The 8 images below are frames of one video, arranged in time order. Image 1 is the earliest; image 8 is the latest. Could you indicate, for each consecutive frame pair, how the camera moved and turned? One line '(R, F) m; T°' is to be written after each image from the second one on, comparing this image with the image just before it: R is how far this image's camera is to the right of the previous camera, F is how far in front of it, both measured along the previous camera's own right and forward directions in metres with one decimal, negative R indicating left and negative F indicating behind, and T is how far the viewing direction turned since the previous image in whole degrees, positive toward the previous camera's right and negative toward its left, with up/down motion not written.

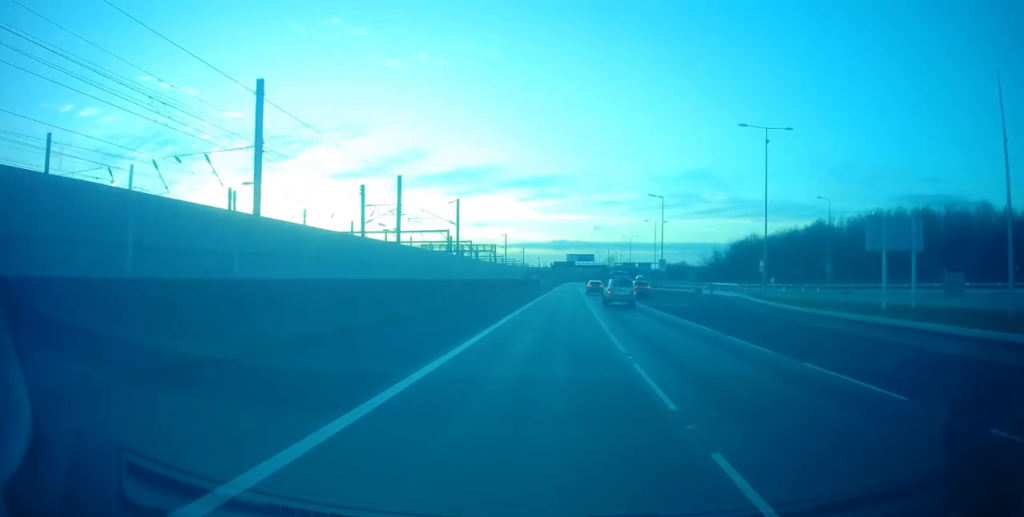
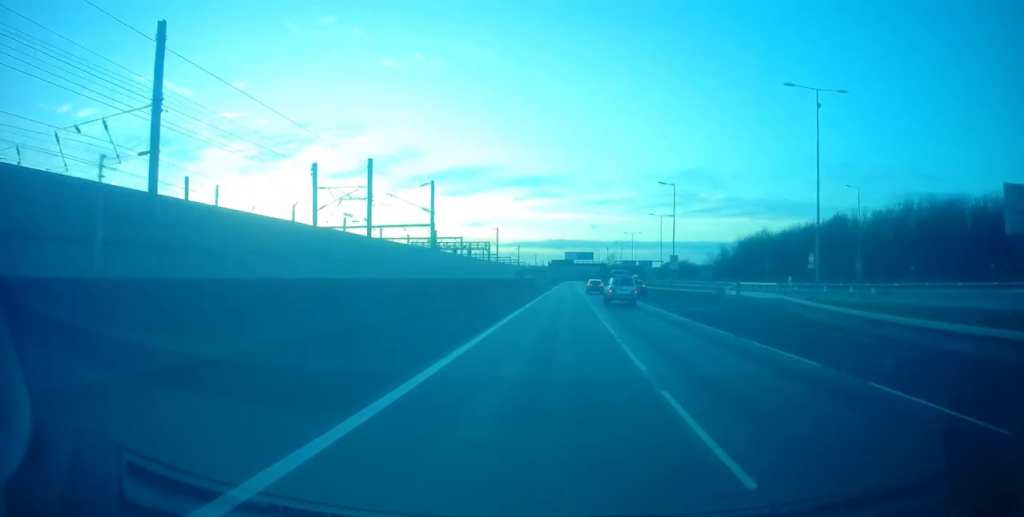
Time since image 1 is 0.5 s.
(-0.2, +8.7) m; 0°
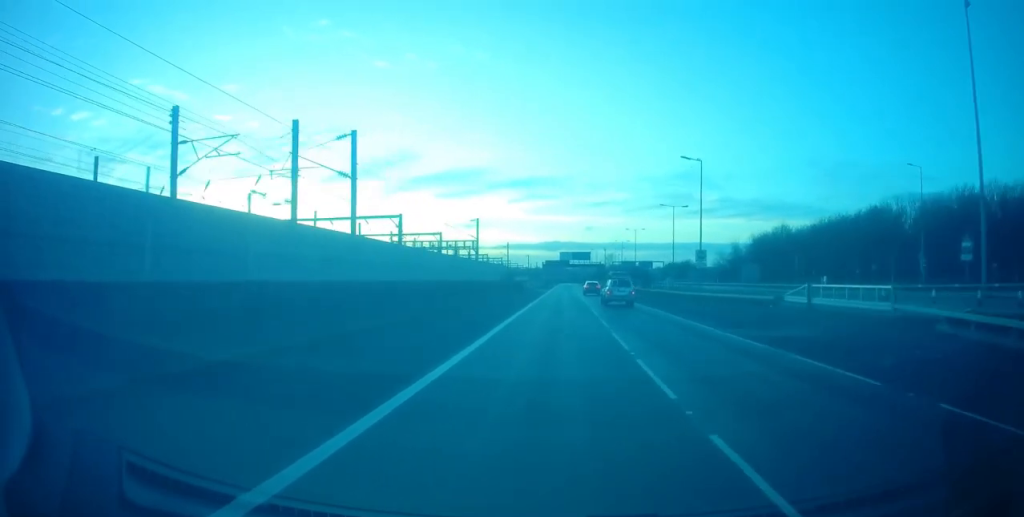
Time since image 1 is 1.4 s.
(-0.1, +14.4) m; 0°
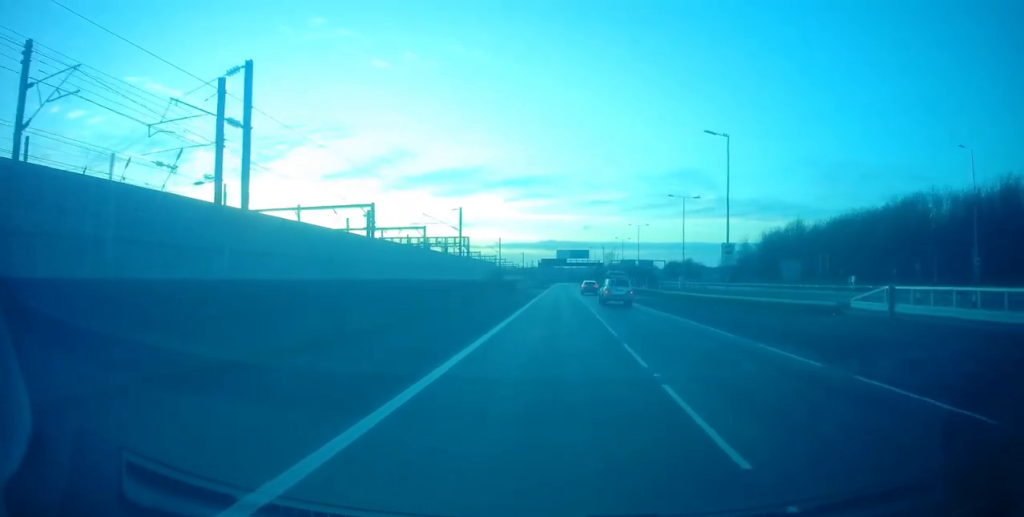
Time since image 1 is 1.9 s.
(+0.3, +9.0) m; 0°
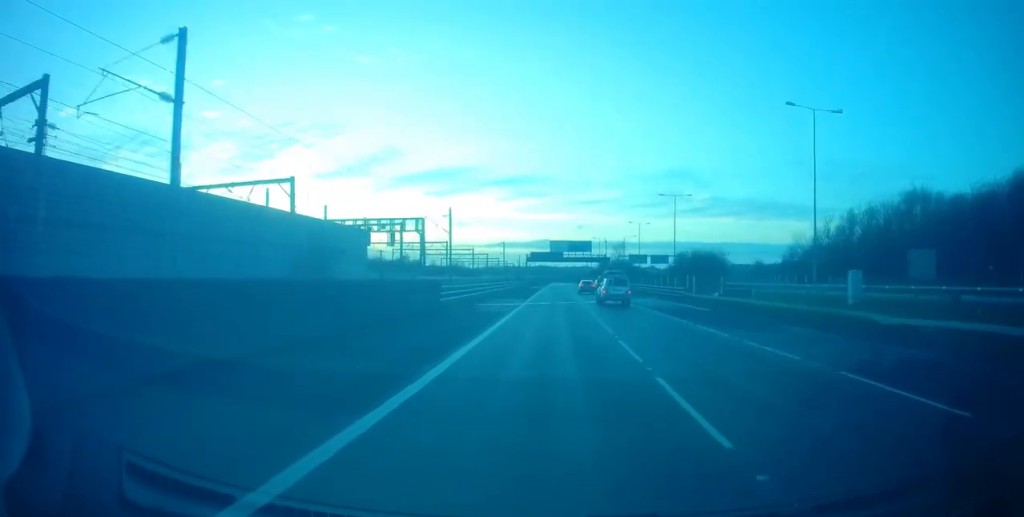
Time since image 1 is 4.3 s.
(+1.2, +41.3) m; +2°
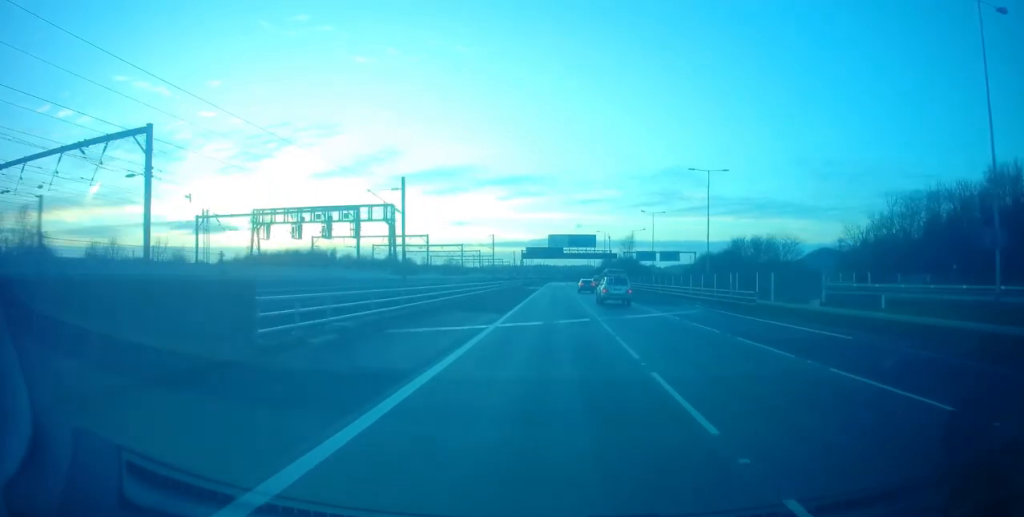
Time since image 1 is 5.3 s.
(-0.7, +17.5) m; -1°
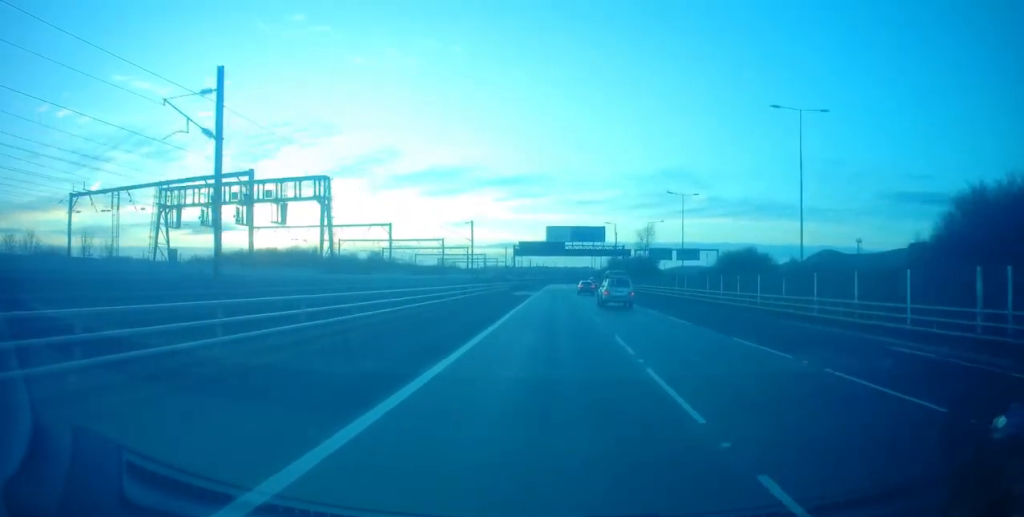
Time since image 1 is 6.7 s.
(+0.5, +23.3) m; +1°
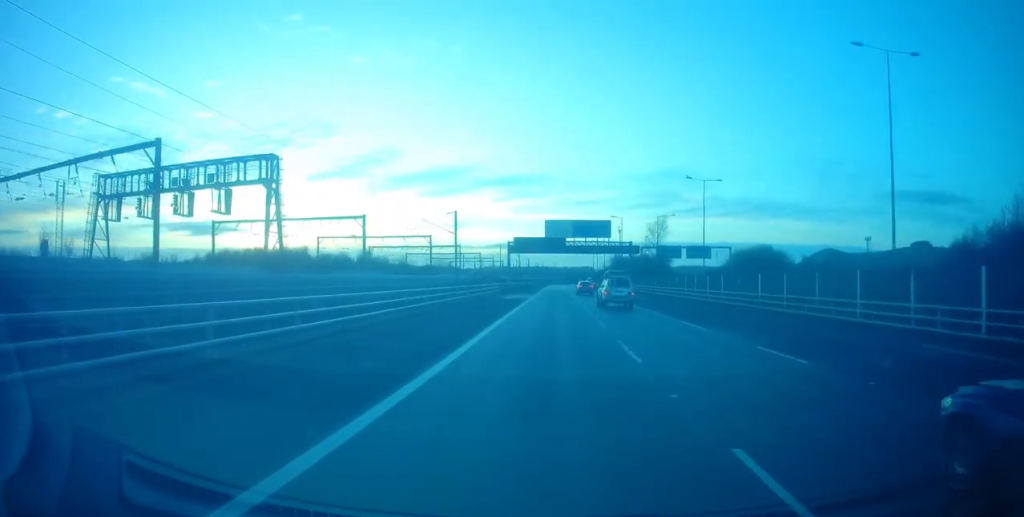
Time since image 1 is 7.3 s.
(0.0, +11.1) m; 0°
